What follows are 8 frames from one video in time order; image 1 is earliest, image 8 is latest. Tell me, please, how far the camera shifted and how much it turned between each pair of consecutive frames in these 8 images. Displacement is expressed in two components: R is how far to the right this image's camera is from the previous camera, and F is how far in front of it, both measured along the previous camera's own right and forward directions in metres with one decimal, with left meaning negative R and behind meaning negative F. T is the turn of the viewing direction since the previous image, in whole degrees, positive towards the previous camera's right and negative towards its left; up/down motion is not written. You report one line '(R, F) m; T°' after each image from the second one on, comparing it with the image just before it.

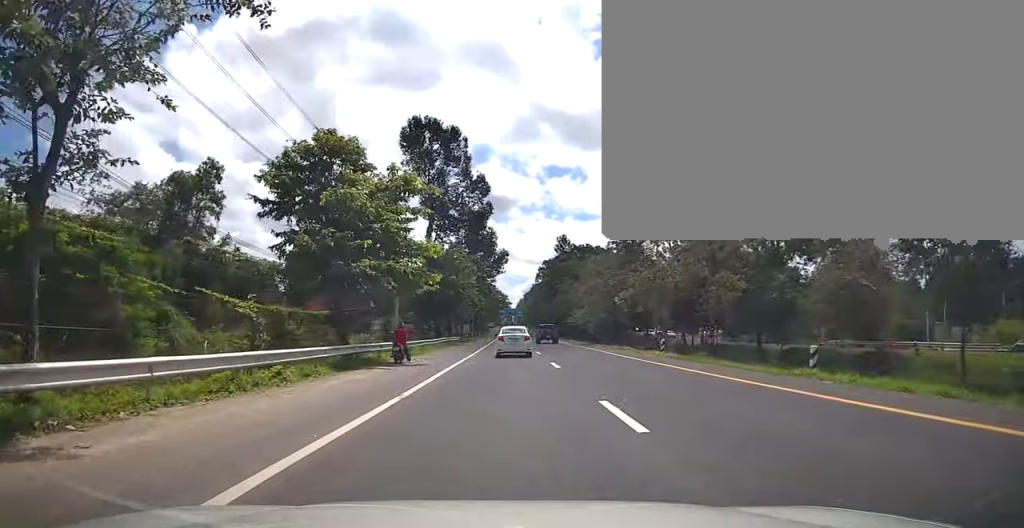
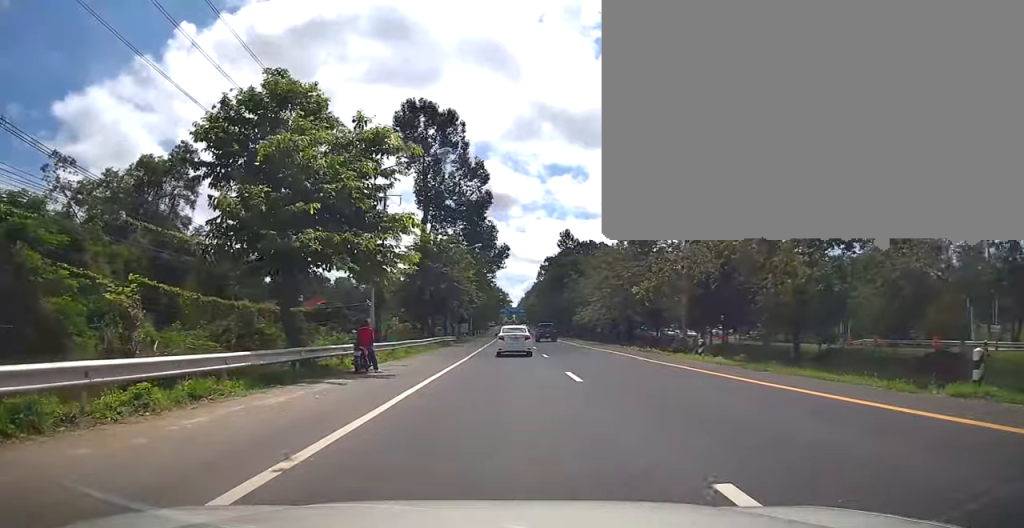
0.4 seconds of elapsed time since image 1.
(-0.2, +5.6) m; 0°
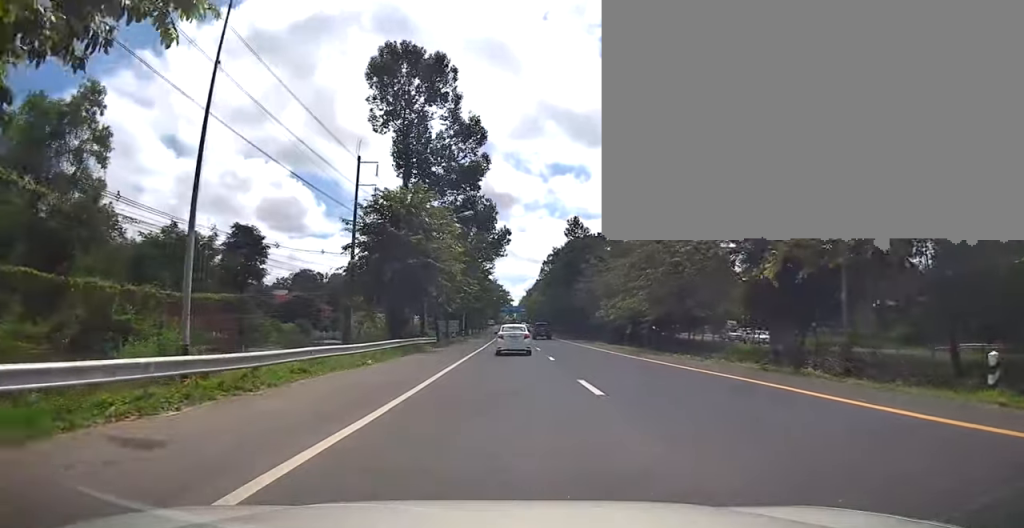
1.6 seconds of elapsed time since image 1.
(+0.3, +15.0) m; 0°
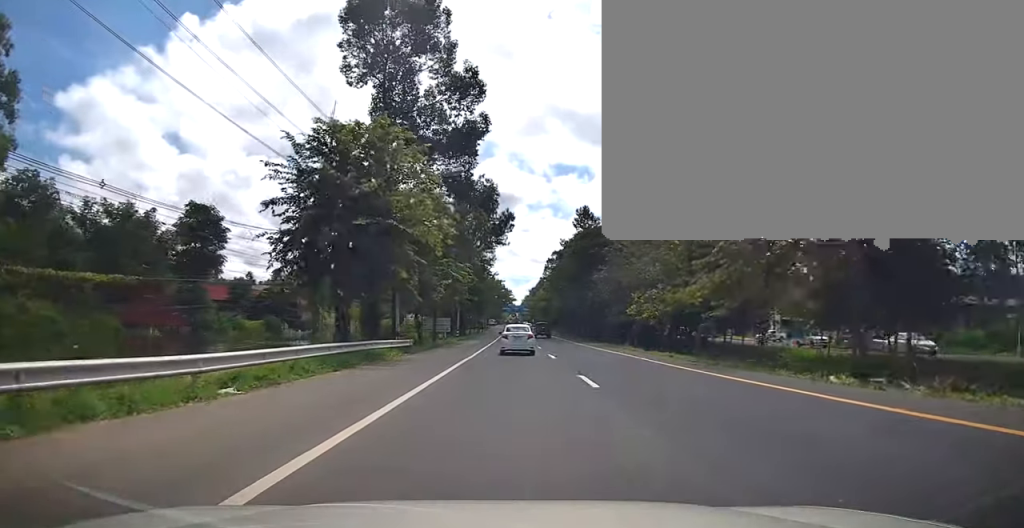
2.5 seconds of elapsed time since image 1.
(-0.3, +10.8) m; -1°
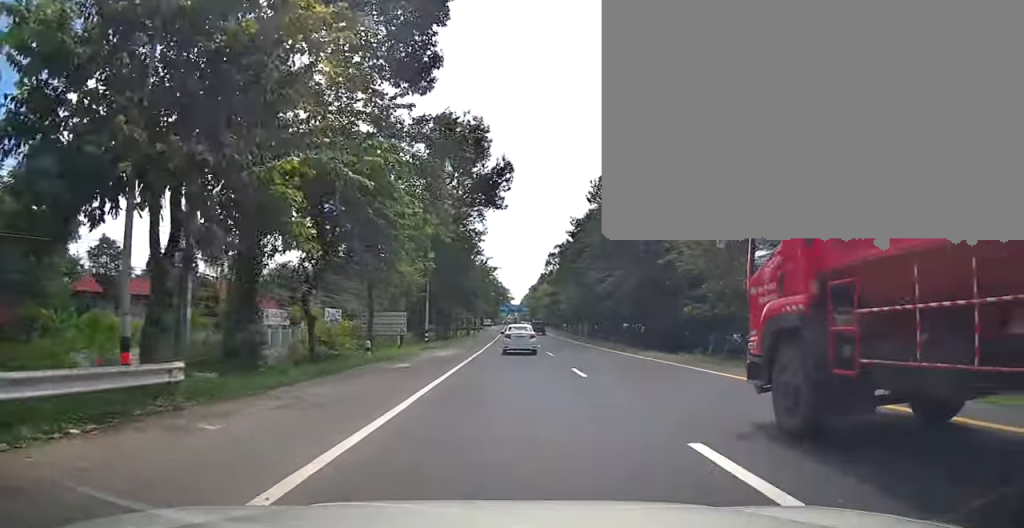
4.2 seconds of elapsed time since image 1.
(+0.3, +20.8) m; +3°
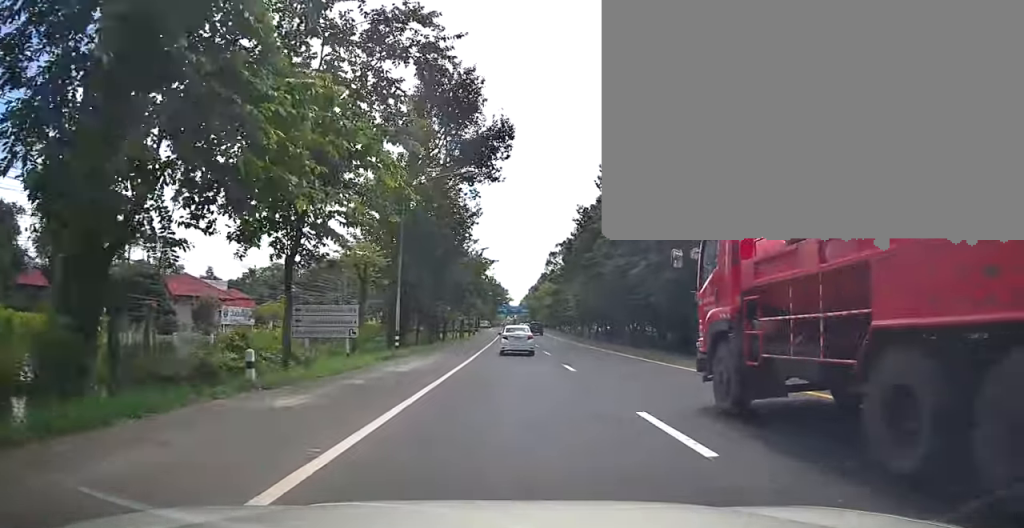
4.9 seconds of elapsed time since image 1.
(+0.2, +9.4) m; 0°
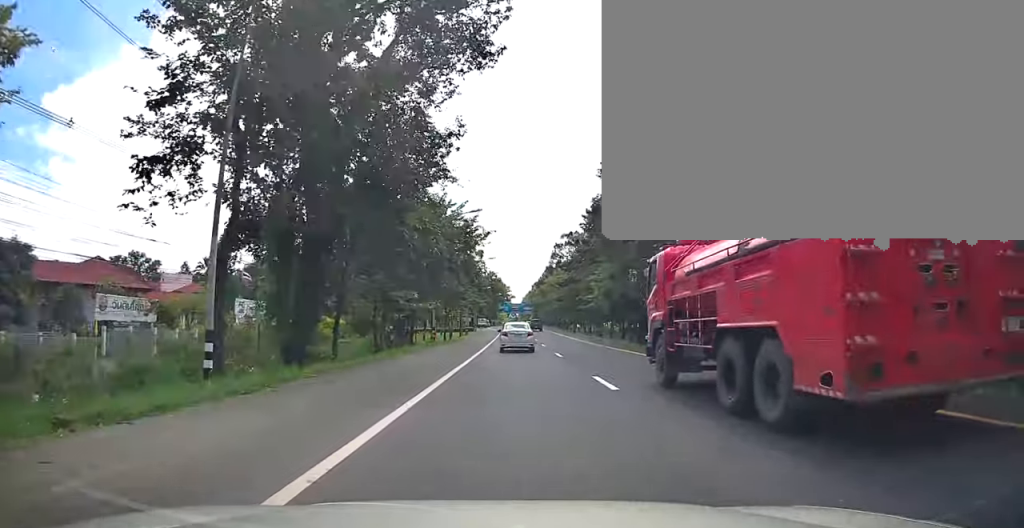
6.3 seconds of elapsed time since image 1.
(-0.3, +18.2) m; -1°
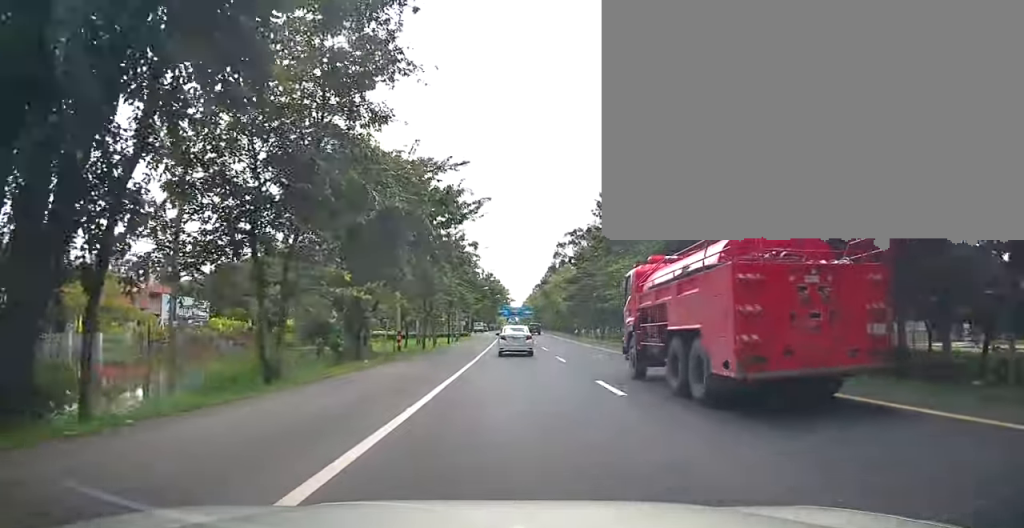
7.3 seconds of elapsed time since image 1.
(+0.4, +12.4) m; 0°
